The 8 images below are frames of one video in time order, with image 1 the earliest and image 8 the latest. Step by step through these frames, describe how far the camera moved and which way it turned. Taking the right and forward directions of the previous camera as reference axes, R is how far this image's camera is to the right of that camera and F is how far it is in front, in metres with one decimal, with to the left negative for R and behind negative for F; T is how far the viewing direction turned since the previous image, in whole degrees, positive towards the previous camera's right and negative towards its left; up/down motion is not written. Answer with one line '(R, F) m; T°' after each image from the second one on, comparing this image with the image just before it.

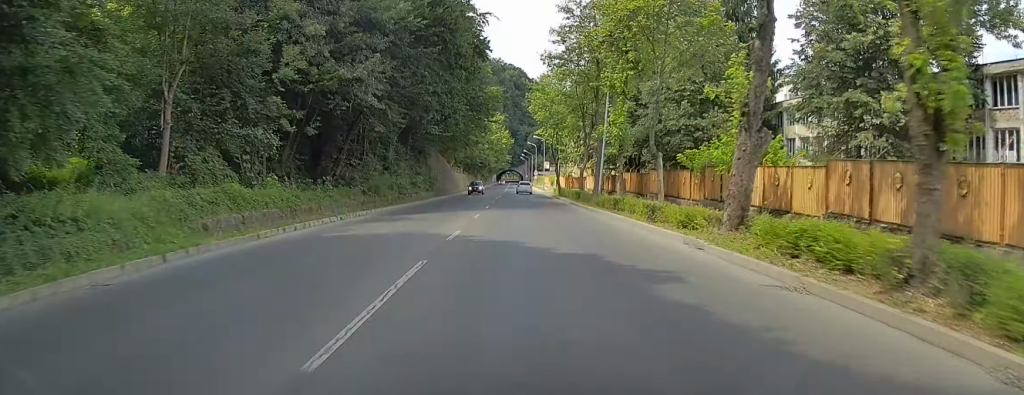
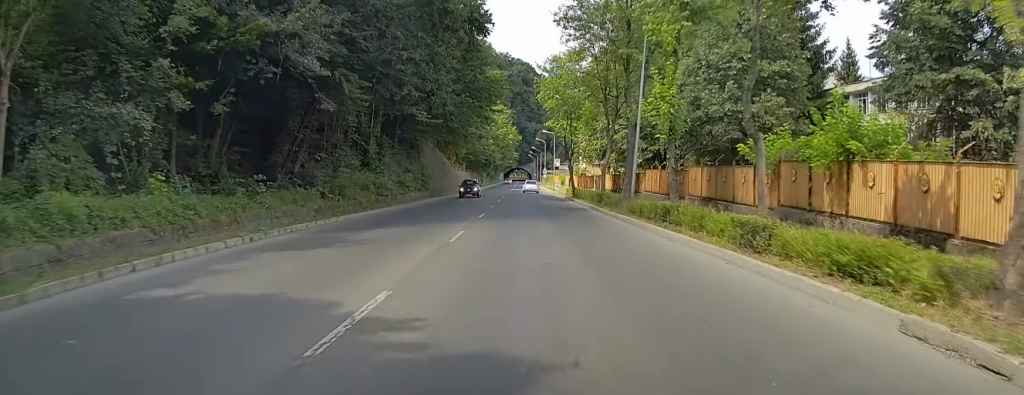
(+0.1, +9.3) m; 0°
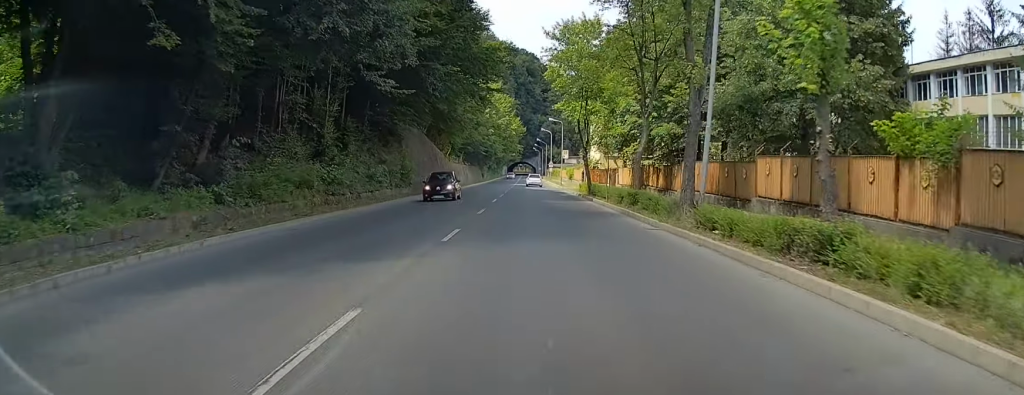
(-0.1, +11.0) m; 0°
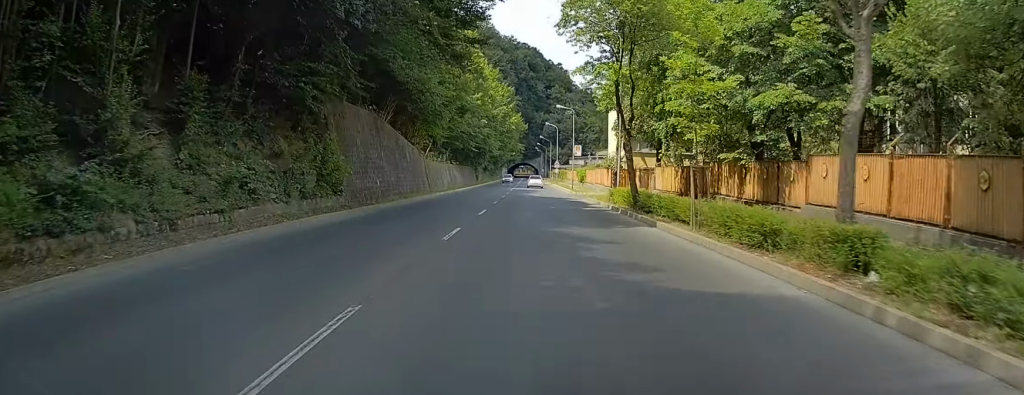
(+0.2, +19.3) m; +1°
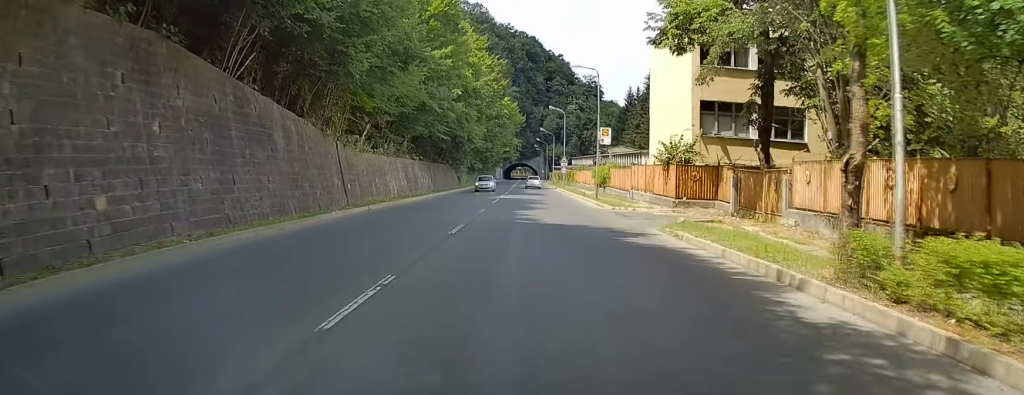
(+0.1, +27.0) m; 0°
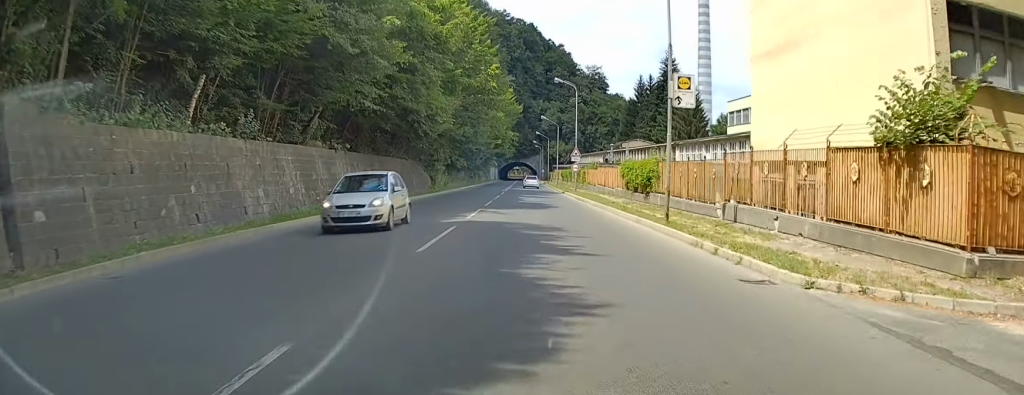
(-0.2, +22.6) m; 0°
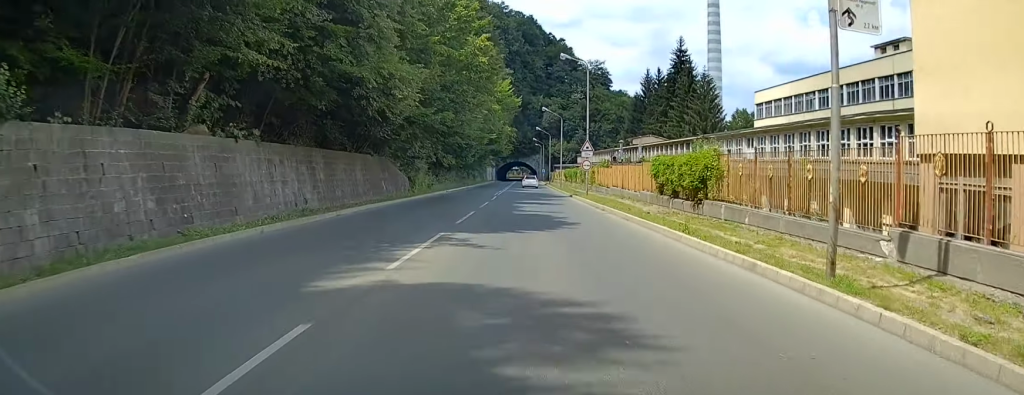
(+0.1, +11.6) m; +1°
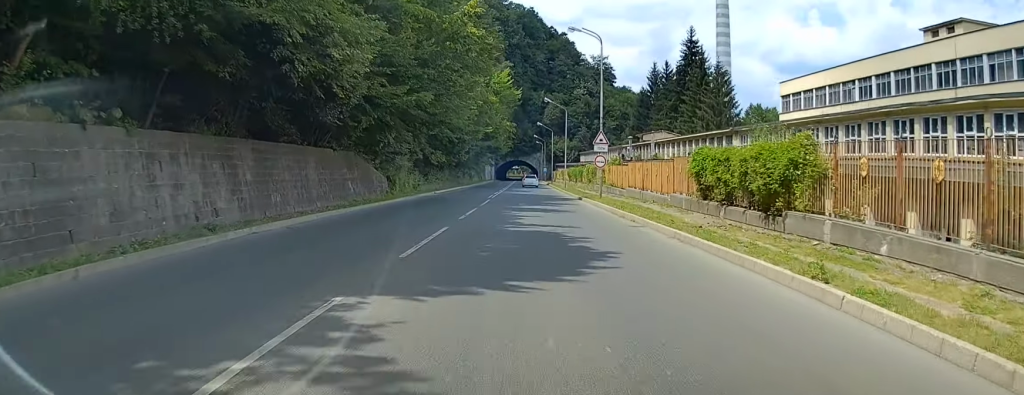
(+0.2, +8.3) m; 0°
